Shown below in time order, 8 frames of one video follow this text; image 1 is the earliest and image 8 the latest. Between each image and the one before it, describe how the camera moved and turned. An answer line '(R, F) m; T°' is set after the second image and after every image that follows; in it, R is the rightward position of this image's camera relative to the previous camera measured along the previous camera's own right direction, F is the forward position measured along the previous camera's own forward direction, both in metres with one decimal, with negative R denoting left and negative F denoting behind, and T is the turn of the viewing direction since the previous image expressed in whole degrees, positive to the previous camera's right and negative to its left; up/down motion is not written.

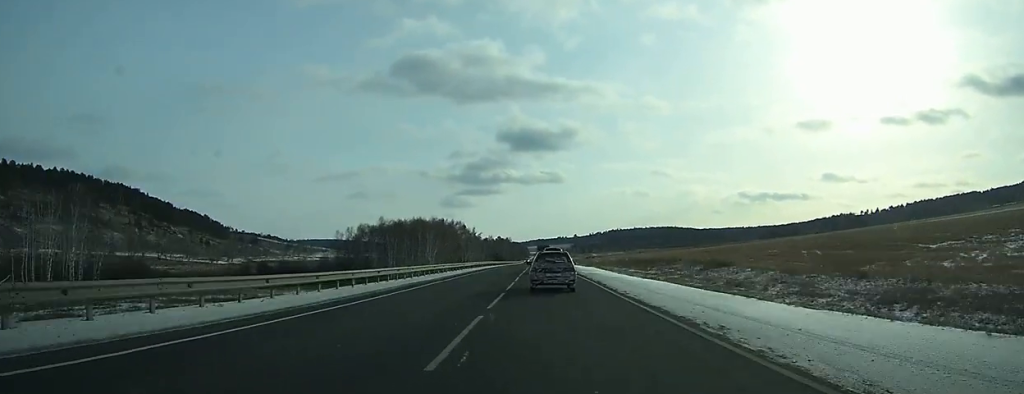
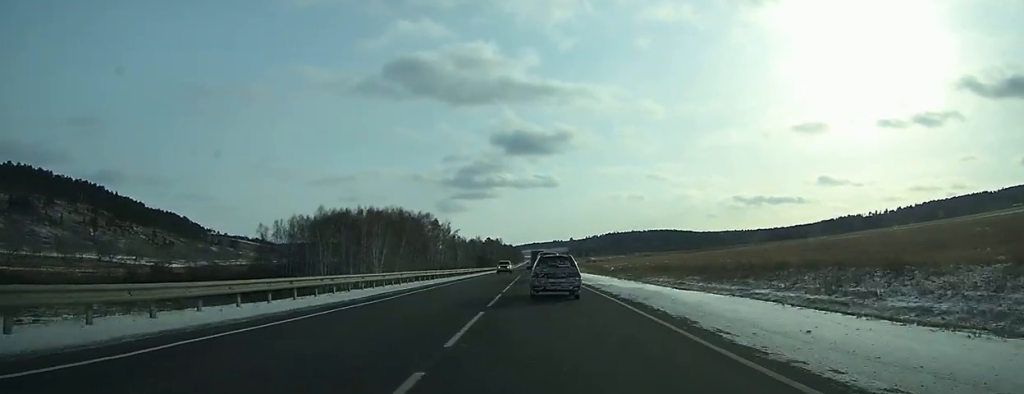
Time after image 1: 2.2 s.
(-0.1, +53.6) m; 0°
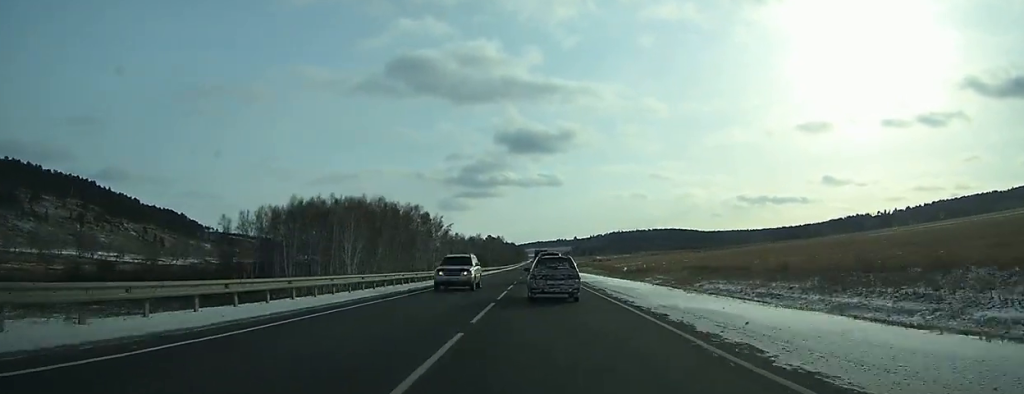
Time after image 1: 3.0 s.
(0.0, +21.2) m; 0°
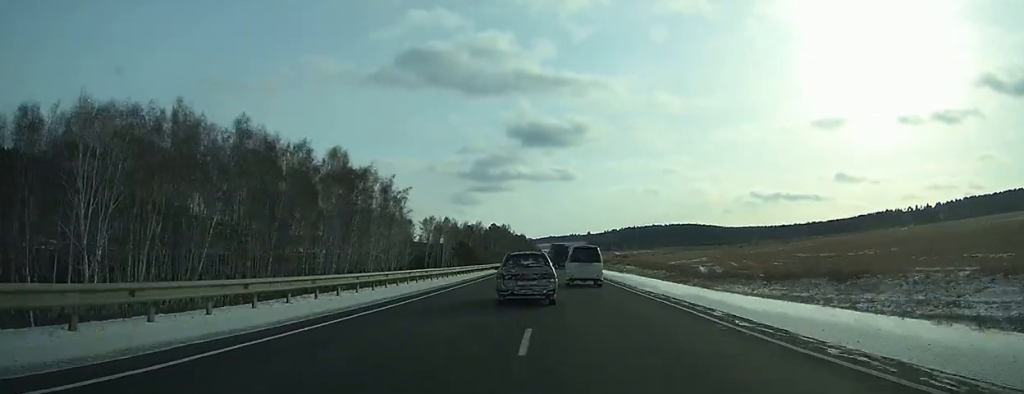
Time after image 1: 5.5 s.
(-0.5, +66.5) m; -1°
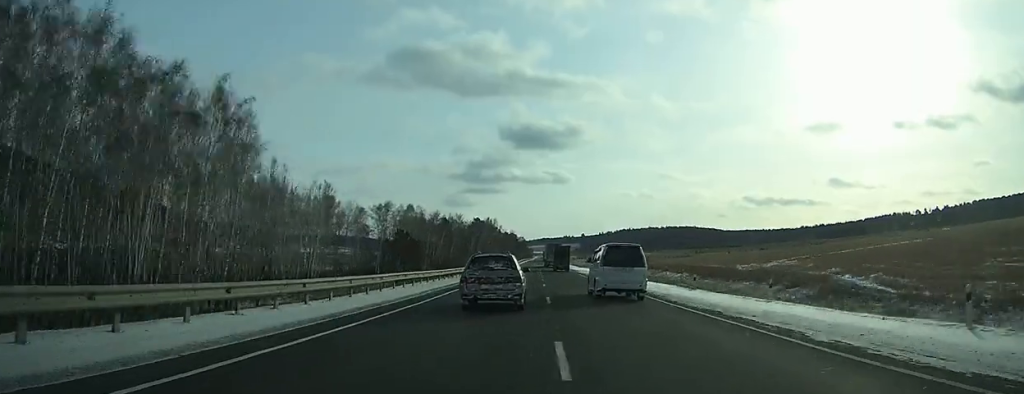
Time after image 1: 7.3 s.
(-0.1, +48.6) m; 0°
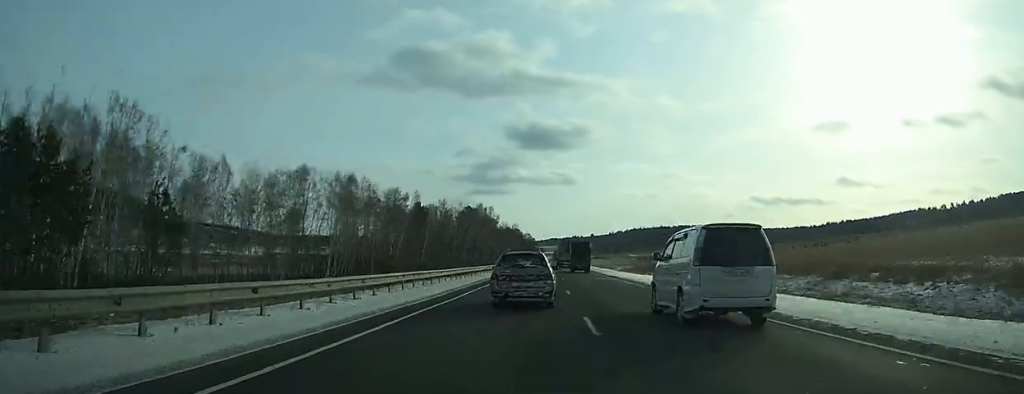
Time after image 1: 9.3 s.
(-0.2, +53.6) m; 0°
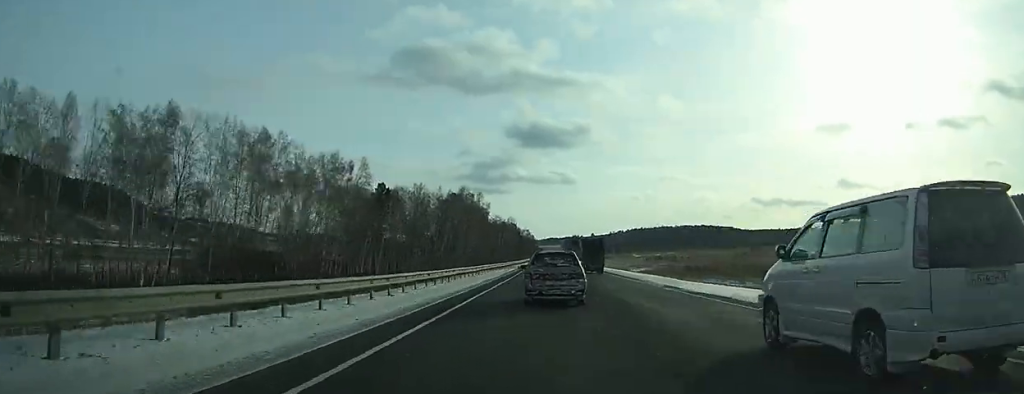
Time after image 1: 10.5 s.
(+0.1, +32.8) m; 0°
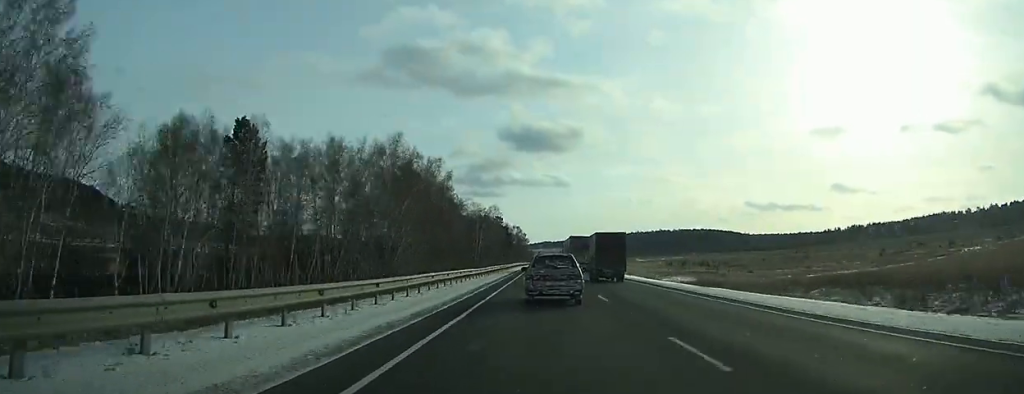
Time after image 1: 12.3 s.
(+0.2, +52.1) m; +1°
